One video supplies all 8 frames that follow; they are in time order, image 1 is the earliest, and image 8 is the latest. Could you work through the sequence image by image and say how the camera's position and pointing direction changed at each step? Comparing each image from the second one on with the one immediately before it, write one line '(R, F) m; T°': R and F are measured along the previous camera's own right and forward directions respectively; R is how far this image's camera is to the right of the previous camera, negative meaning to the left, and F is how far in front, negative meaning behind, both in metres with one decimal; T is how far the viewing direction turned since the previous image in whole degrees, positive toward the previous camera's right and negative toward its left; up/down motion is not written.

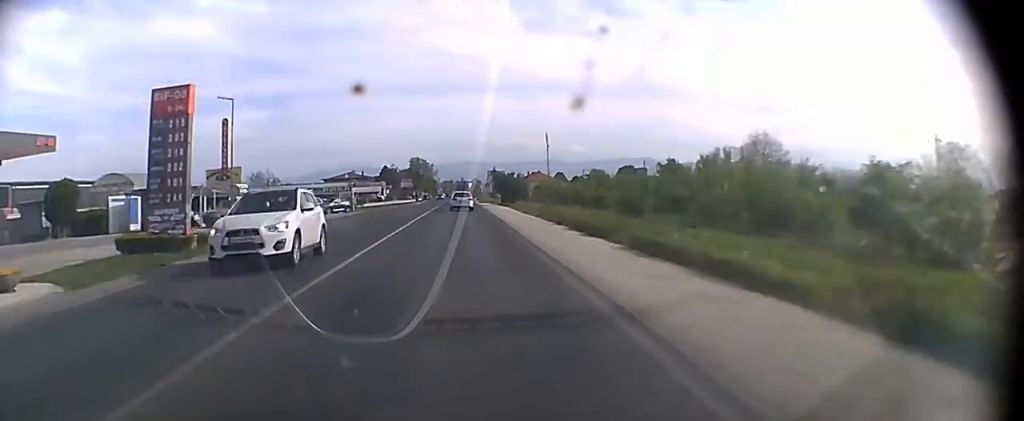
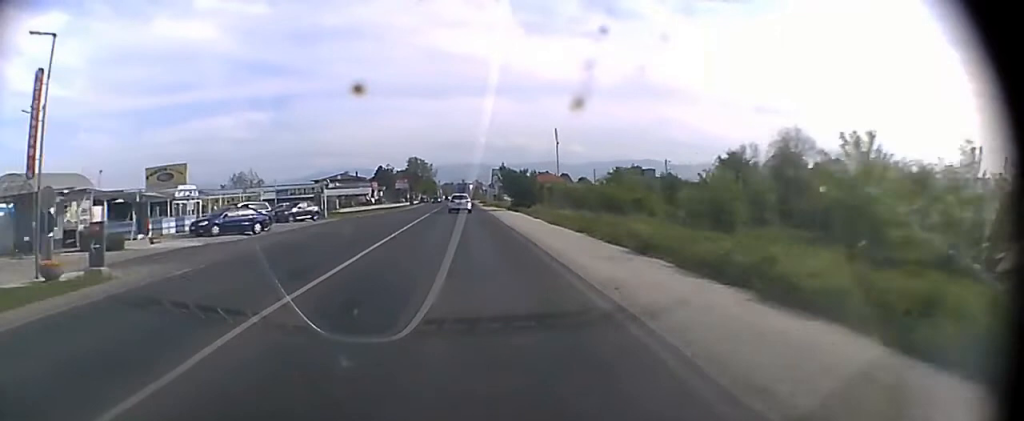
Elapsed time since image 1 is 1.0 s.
(0.0, +15.6) m; 0°
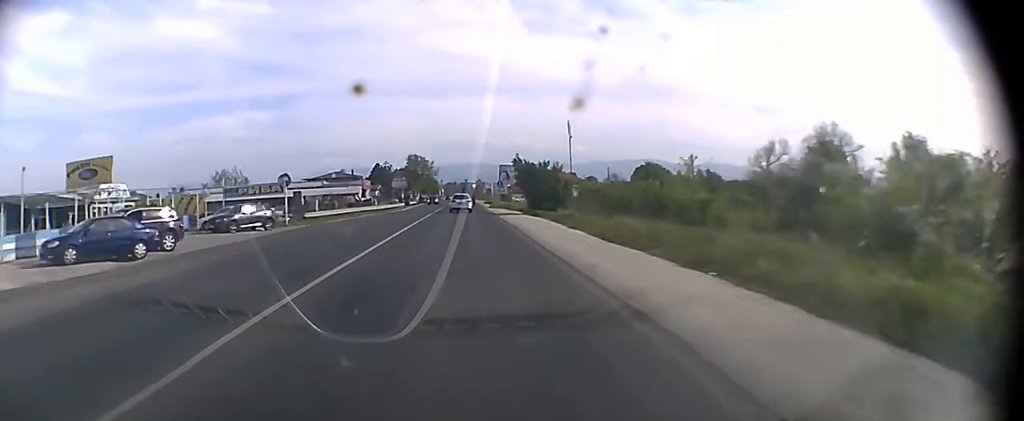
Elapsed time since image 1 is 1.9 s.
(0.0, +14.2) m; 0°
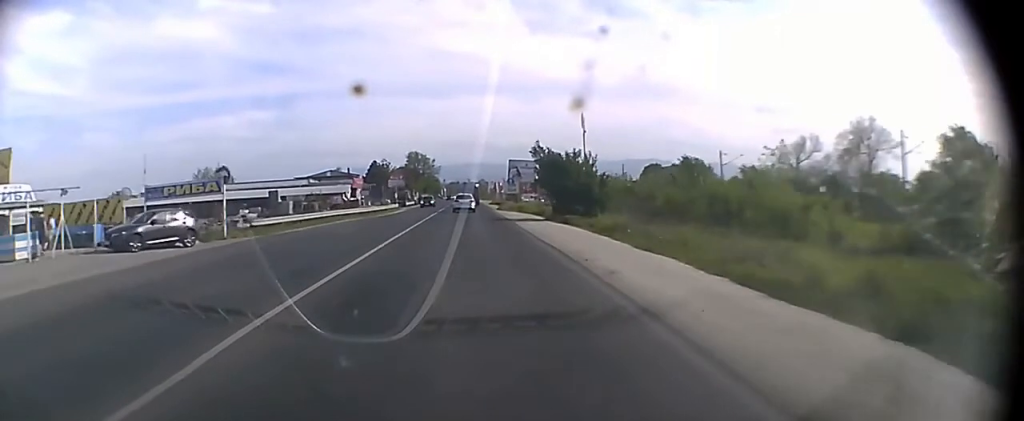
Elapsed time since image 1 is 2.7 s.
(0.0, +12.6) m; 0°
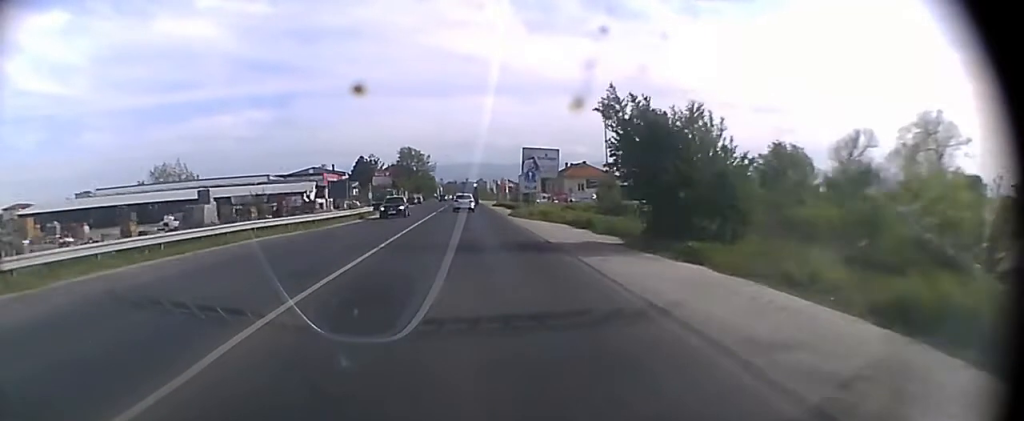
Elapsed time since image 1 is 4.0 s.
(-0.1, +20.5) m; 0°
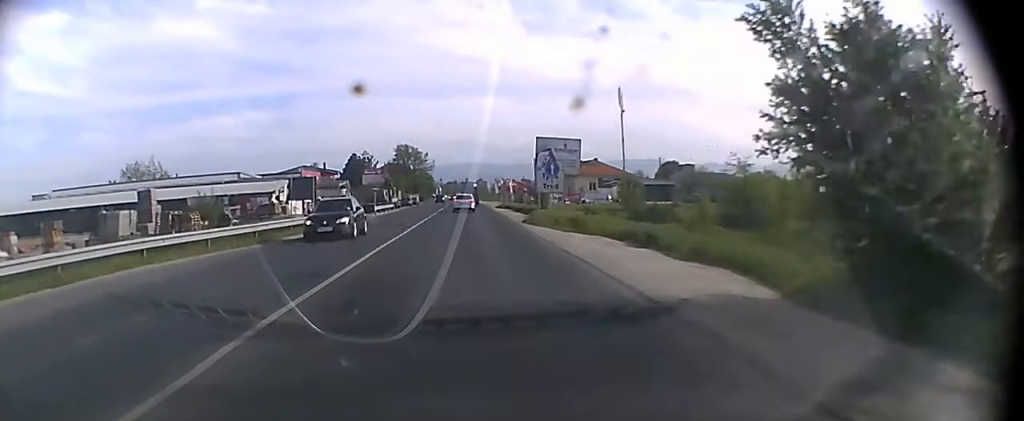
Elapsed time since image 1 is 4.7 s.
(+0.1, +11.0) m; 0°
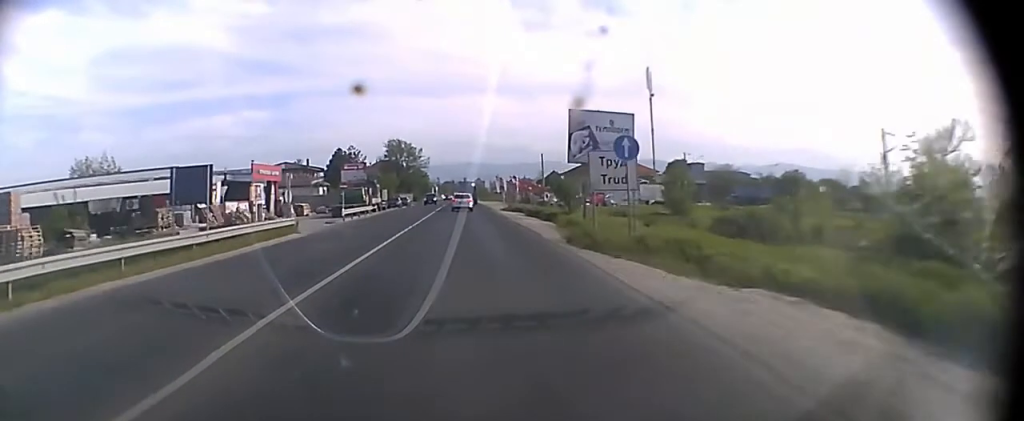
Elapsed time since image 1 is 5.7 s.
(0.0, +15.8) m; 0°
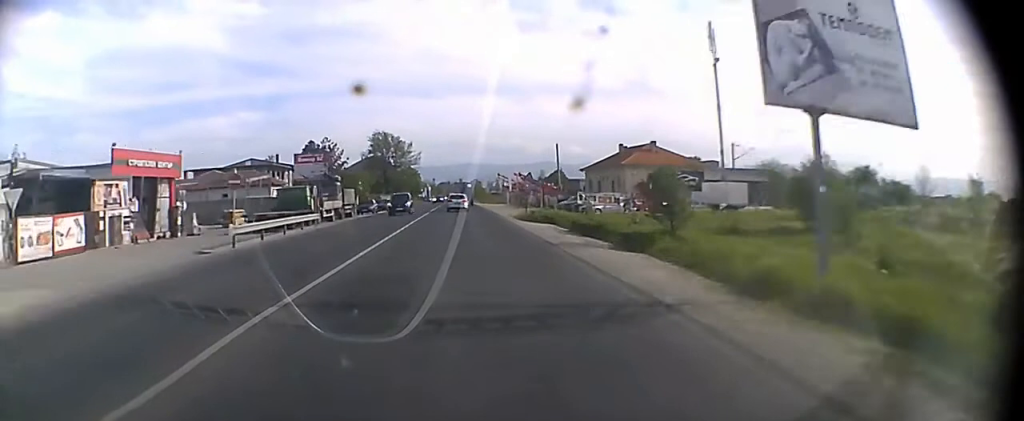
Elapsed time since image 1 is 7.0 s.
(+0.1, +20.5) m; 0°
